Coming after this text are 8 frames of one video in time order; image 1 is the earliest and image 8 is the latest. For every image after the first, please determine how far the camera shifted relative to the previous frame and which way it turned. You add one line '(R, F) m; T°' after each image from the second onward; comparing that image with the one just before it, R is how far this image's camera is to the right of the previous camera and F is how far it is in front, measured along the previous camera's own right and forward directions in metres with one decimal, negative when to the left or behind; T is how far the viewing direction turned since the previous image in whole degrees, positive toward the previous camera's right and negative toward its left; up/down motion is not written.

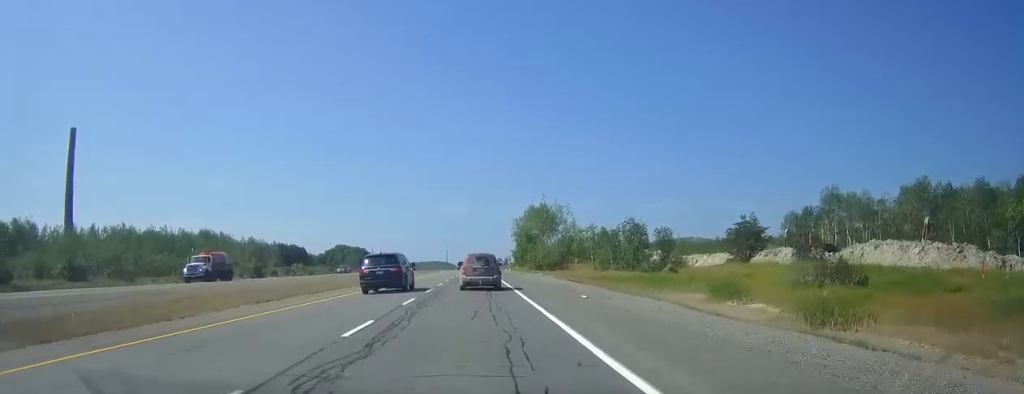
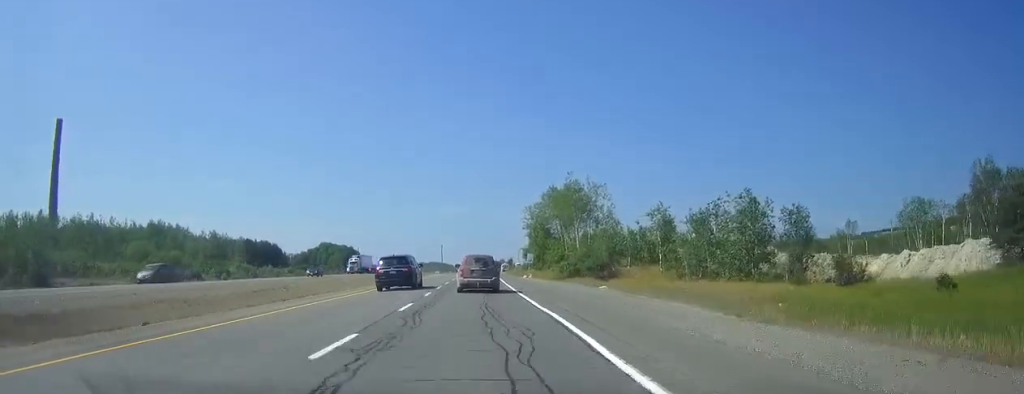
(-0.1, +45.3) m; 0°
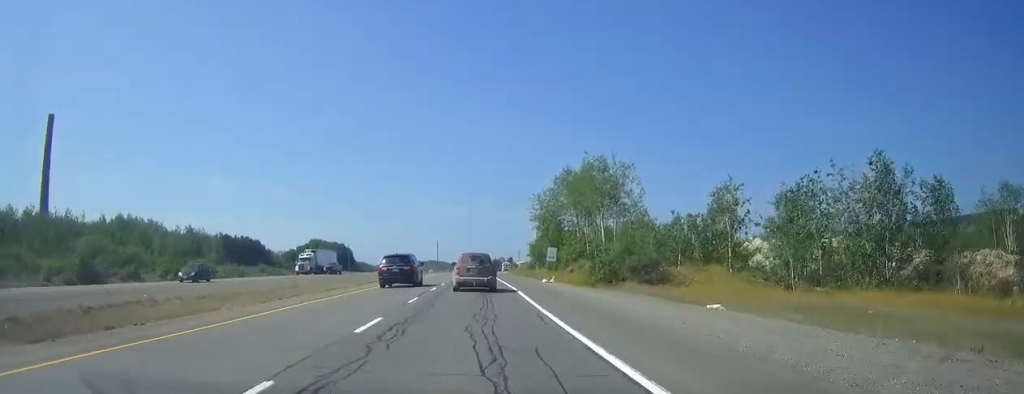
(0.0, +21.6) m; 0°
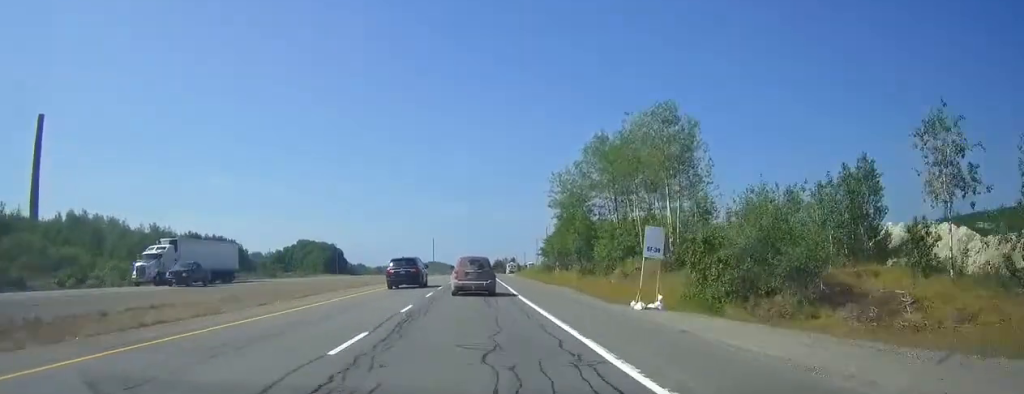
(0.0, +28.1) m; 0°
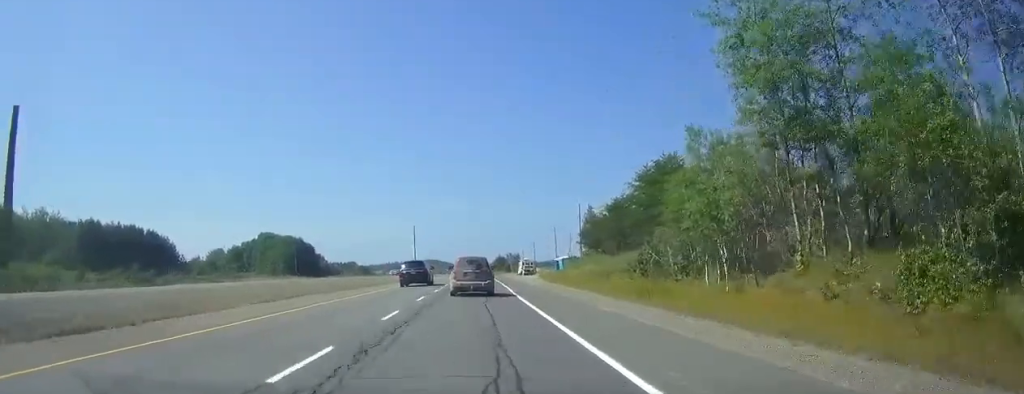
(+0.2, +62.3) m; 0°
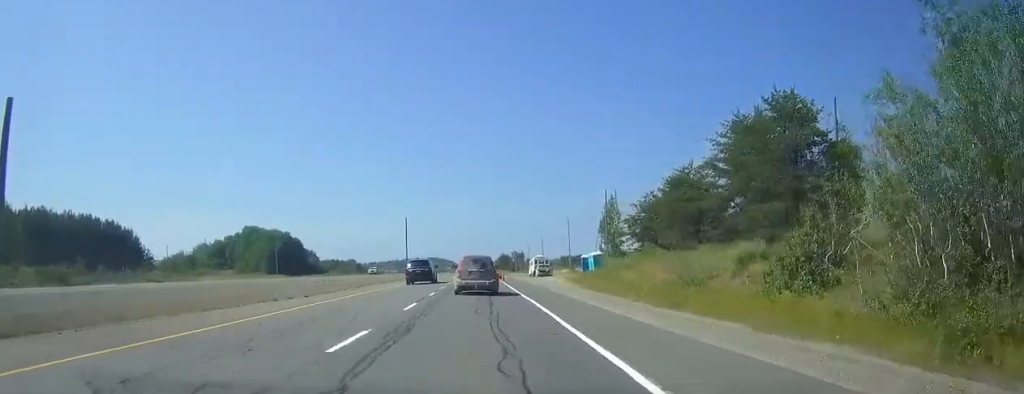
(-0.1, +23.1) m; 0°
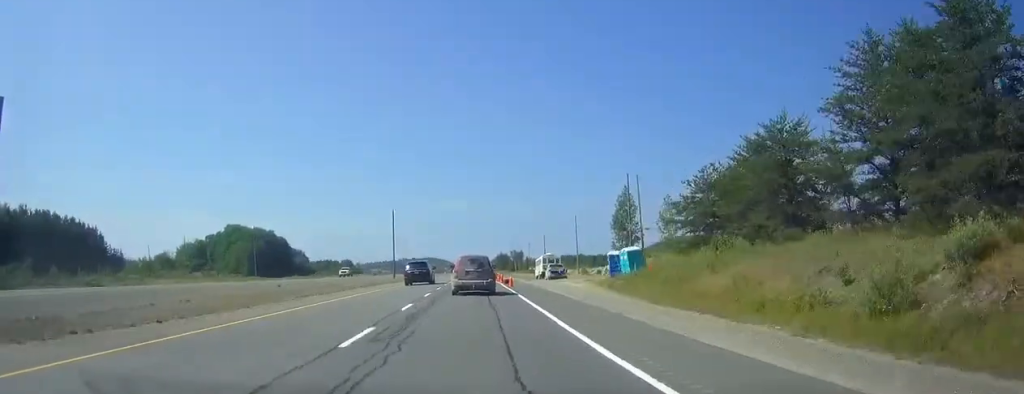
(0.0, +16.6) m; 0°
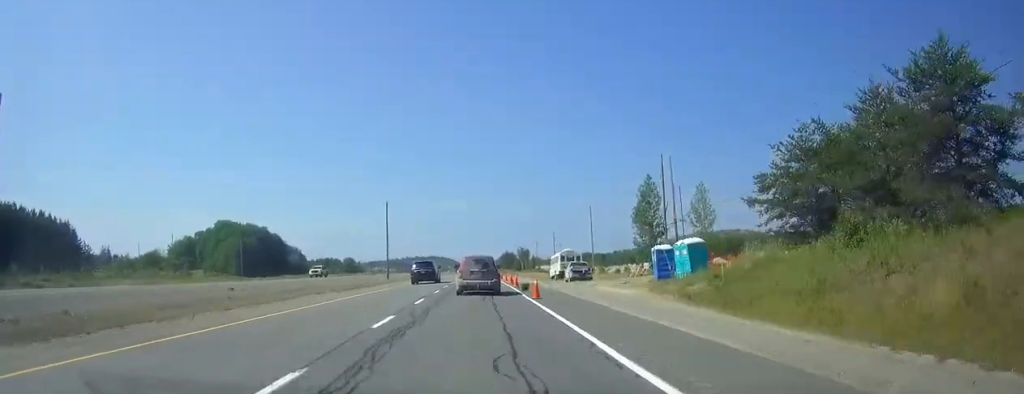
(0.0, +13.9) m; 0°
